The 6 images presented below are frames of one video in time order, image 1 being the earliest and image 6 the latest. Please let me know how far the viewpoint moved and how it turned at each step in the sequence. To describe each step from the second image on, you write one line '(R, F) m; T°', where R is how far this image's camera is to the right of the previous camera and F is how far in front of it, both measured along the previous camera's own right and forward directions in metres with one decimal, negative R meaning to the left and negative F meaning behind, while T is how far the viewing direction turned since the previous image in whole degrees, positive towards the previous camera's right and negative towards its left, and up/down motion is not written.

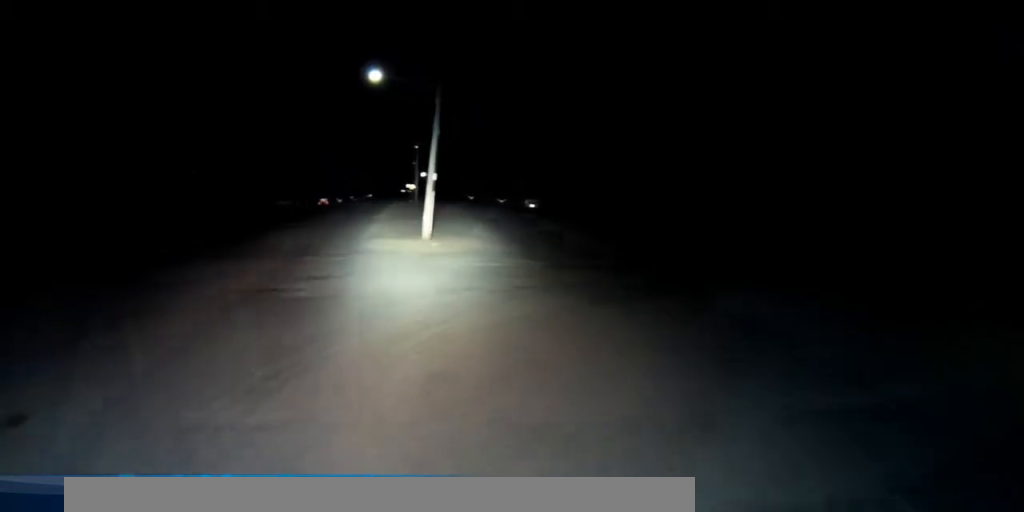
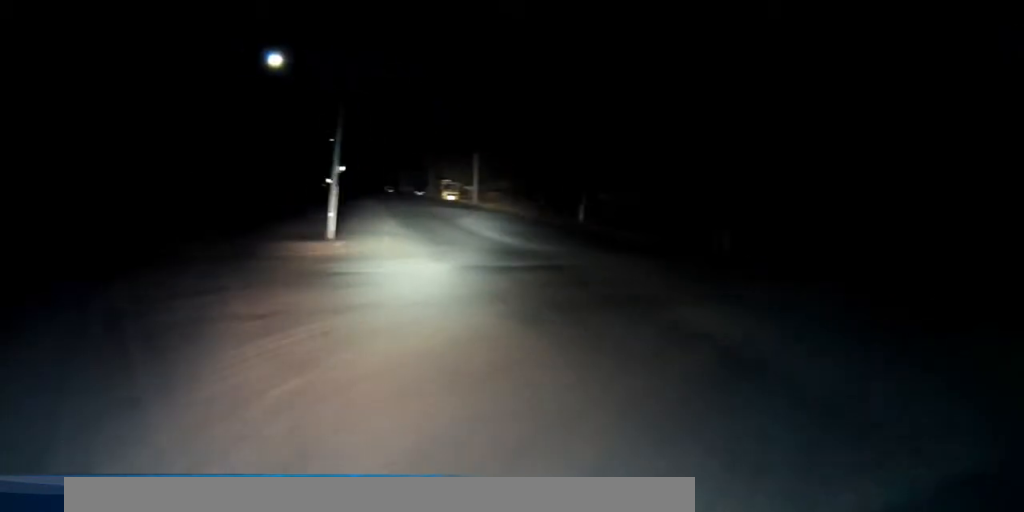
(+0.4, +4.0) m; +10°
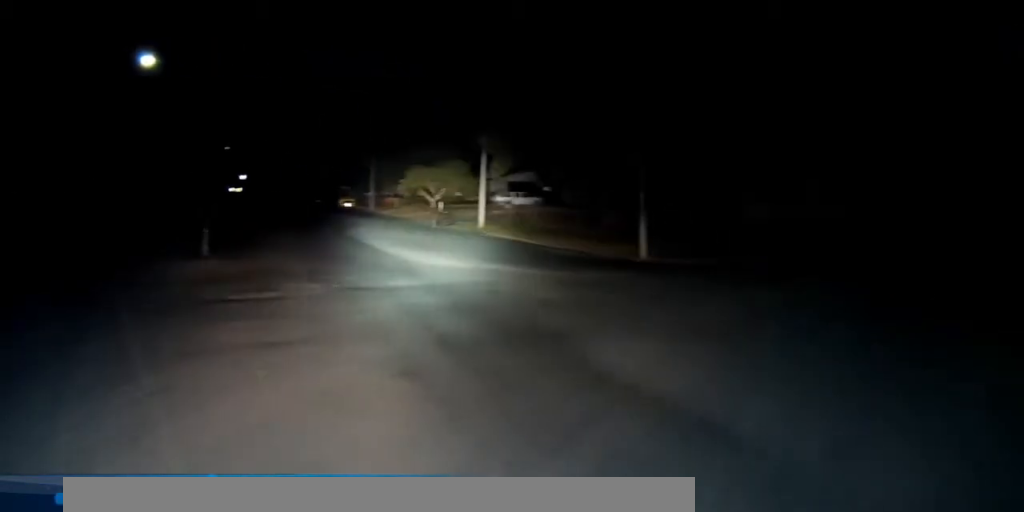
(+0.3, +3.8) m; +10°
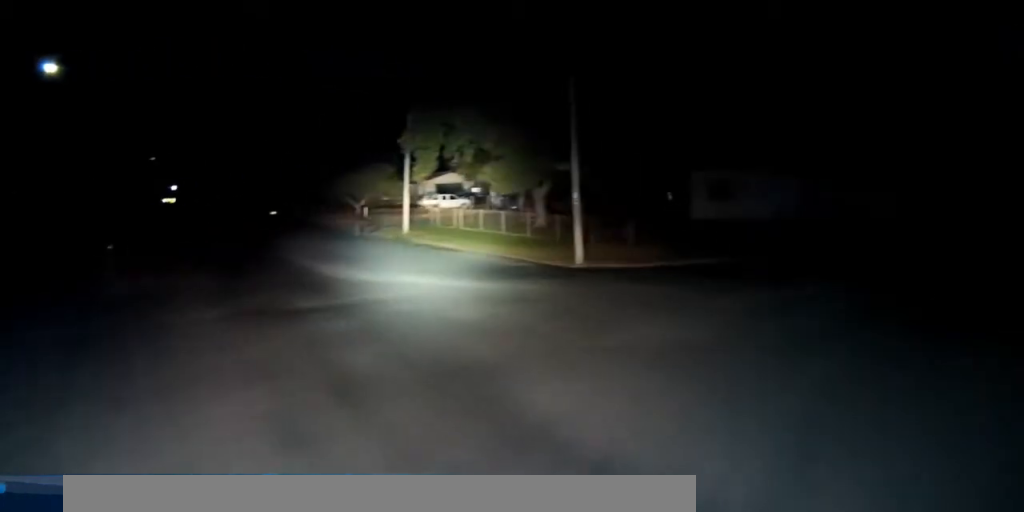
(+0.3, +2.8) m; +5°
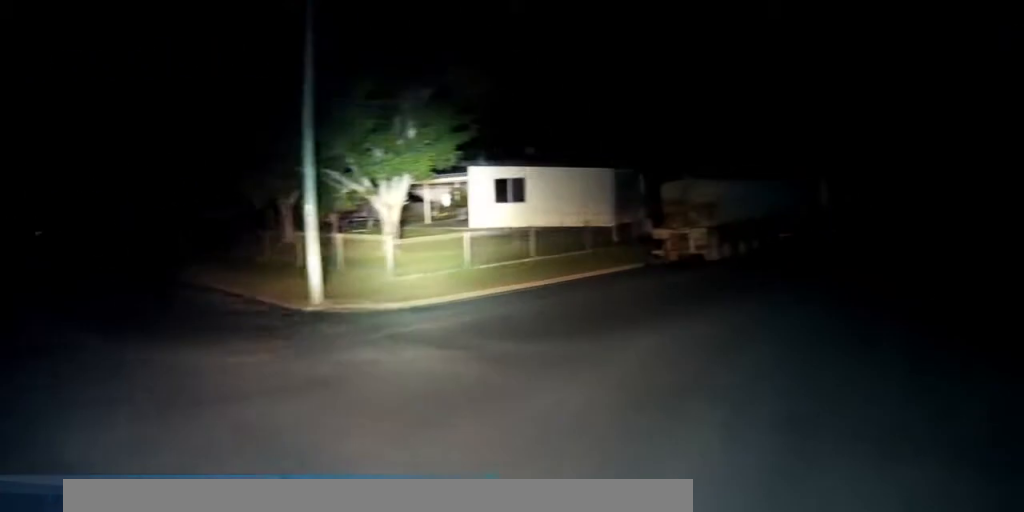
(+1.0, +9.1) m; +16°
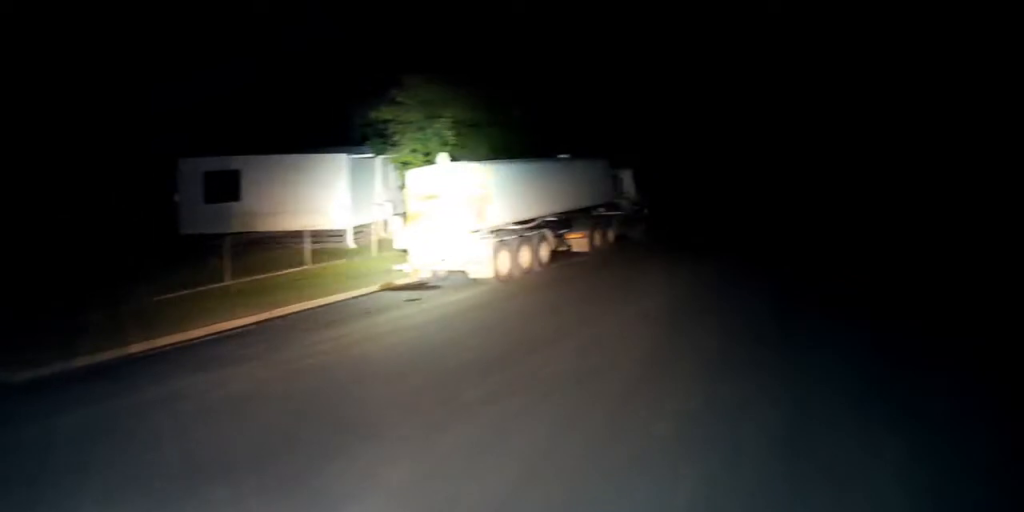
(+1.6, +8.7) m; +18°
